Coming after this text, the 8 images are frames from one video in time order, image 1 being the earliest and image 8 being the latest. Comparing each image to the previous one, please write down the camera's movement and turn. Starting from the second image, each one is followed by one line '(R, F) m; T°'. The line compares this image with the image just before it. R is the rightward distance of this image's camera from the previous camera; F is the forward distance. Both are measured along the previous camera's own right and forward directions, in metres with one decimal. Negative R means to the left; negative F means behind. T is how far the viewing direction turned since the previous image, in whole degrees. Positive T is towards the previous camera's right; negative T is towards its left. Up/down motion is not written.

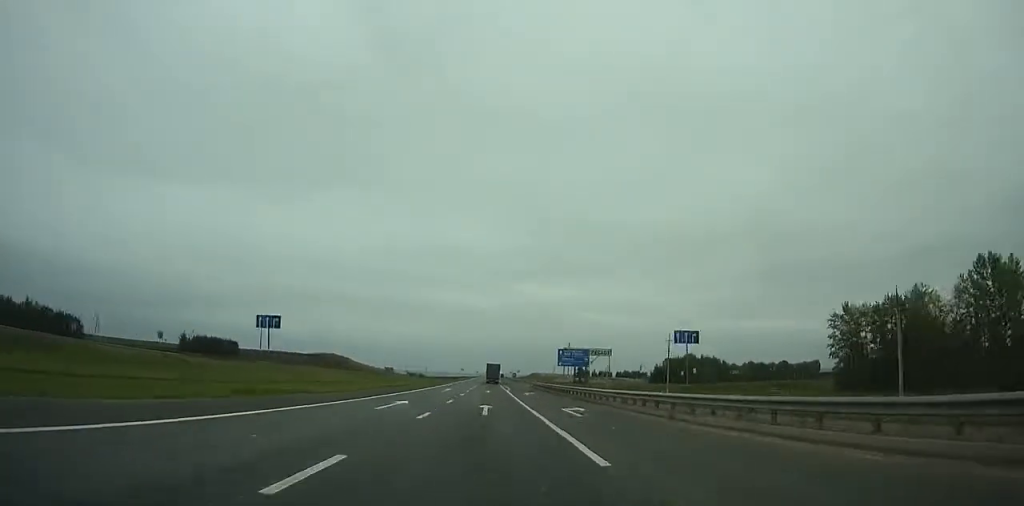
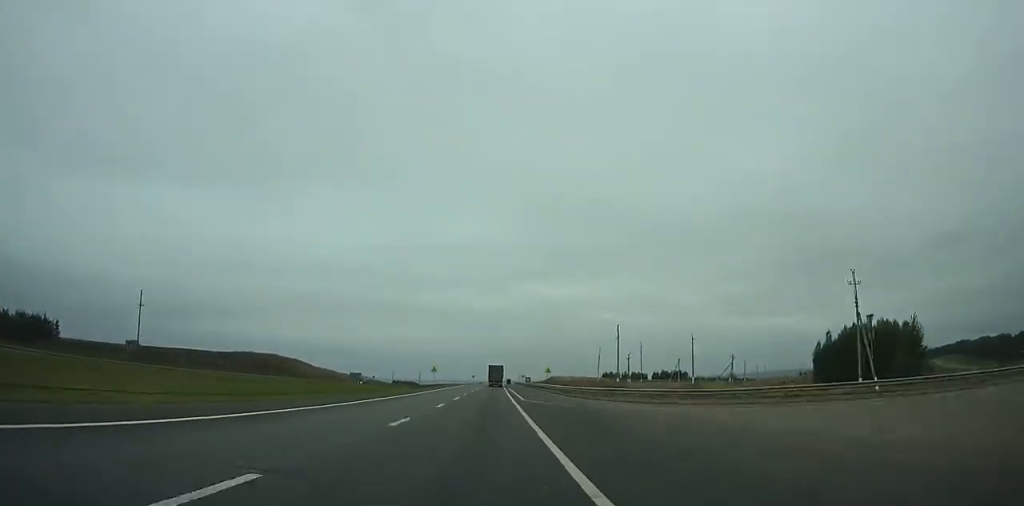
(-0.9, +119.5) m; 0°
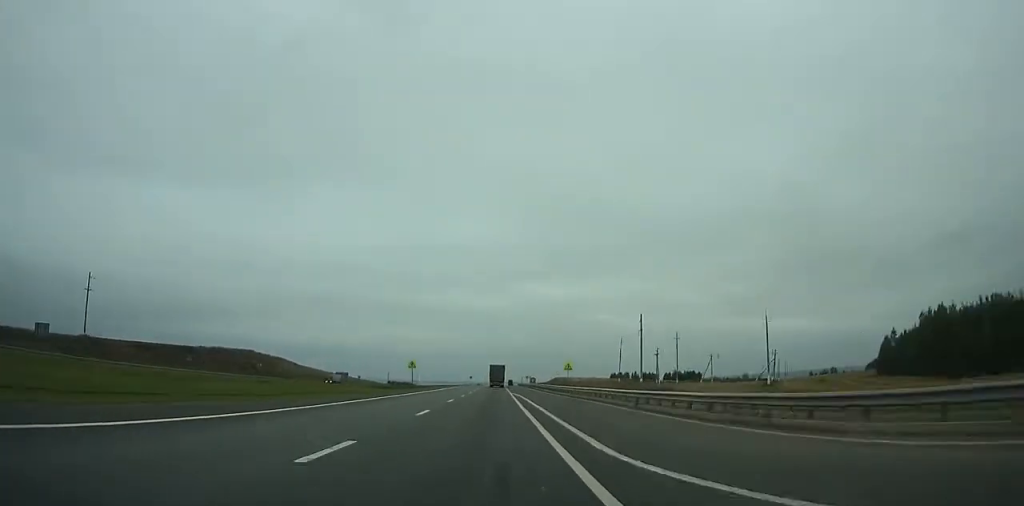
(-0.2, +29.5) m; 0°
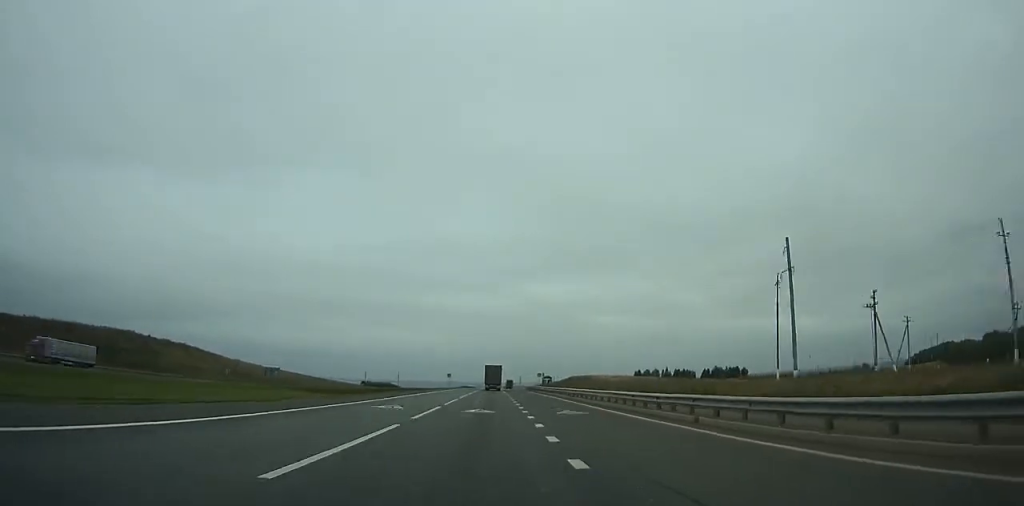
(+0.6, +88.8) m; 0°
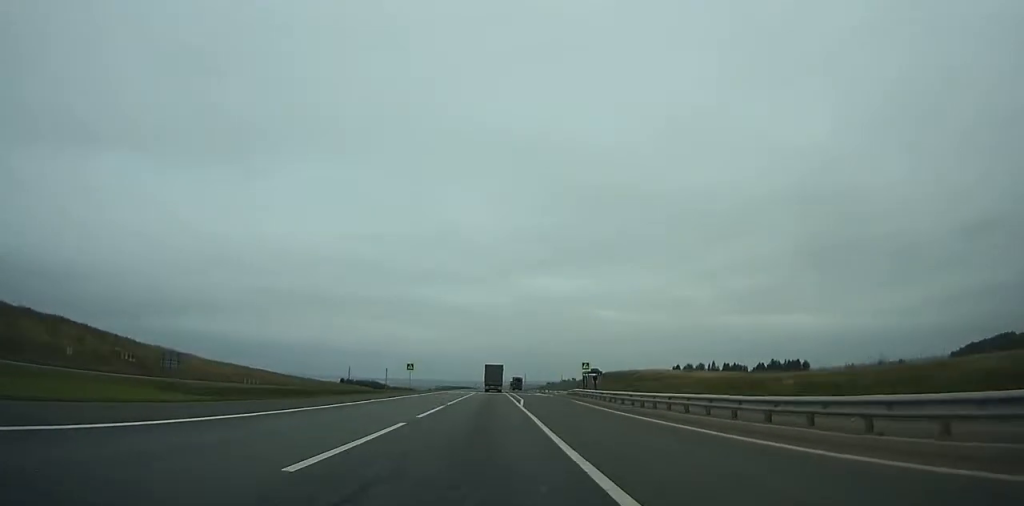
(-0.3, +71.1) m; 0°
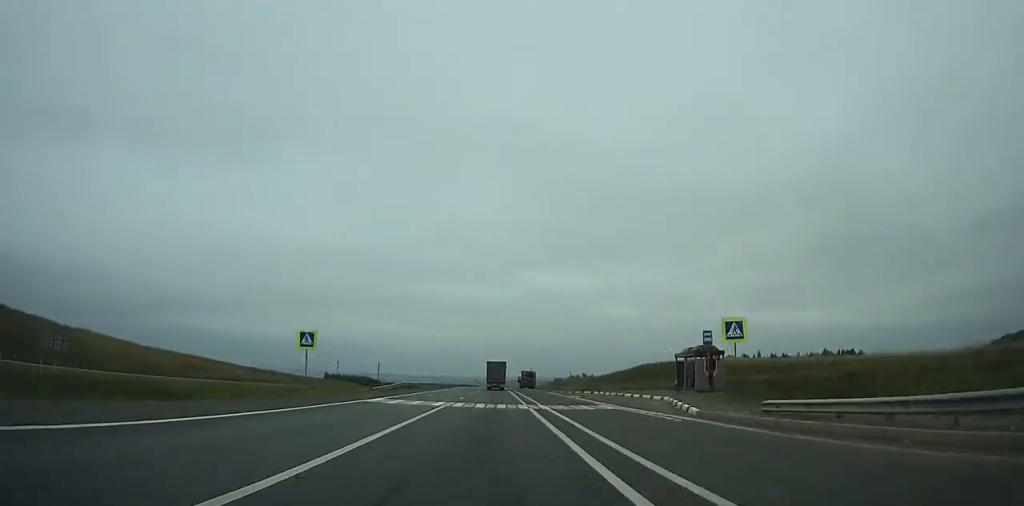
(0.0, +46.1) m; 0°
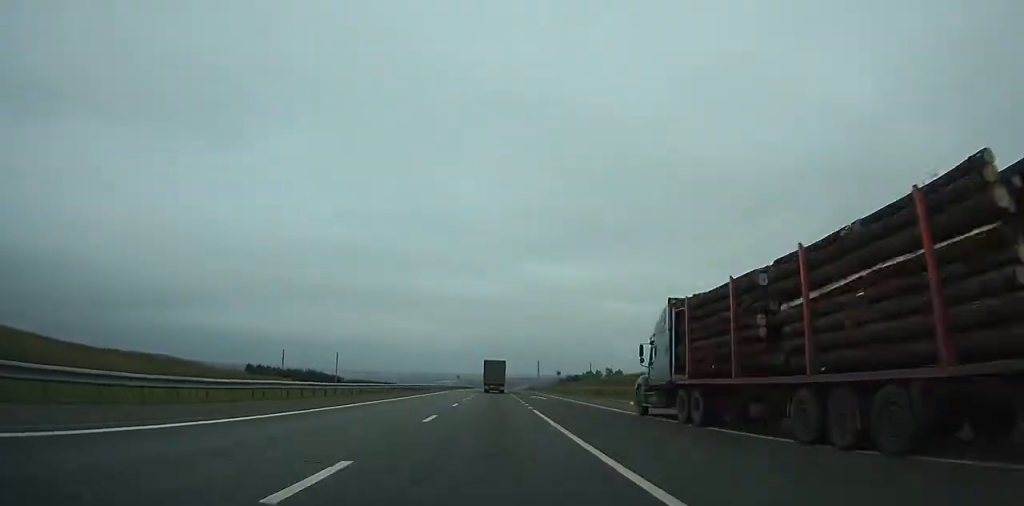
(+0.3, +115.3) m; 0°
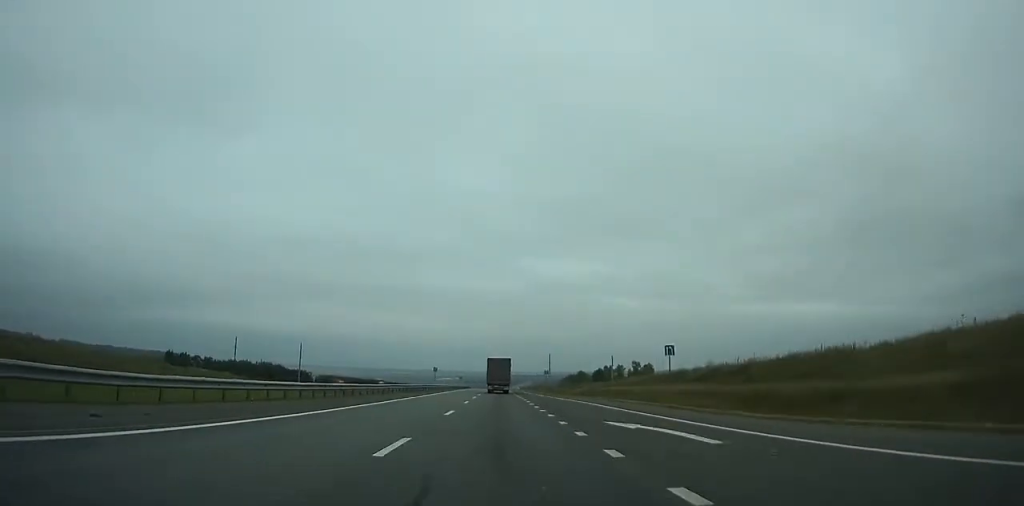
(+0.1, +67.0) m; 0°
